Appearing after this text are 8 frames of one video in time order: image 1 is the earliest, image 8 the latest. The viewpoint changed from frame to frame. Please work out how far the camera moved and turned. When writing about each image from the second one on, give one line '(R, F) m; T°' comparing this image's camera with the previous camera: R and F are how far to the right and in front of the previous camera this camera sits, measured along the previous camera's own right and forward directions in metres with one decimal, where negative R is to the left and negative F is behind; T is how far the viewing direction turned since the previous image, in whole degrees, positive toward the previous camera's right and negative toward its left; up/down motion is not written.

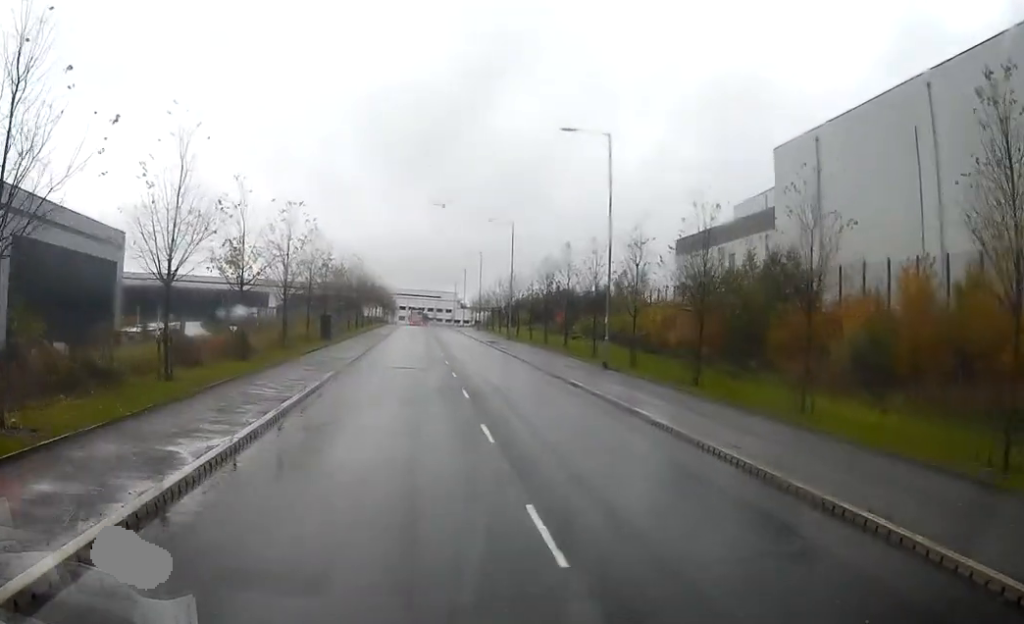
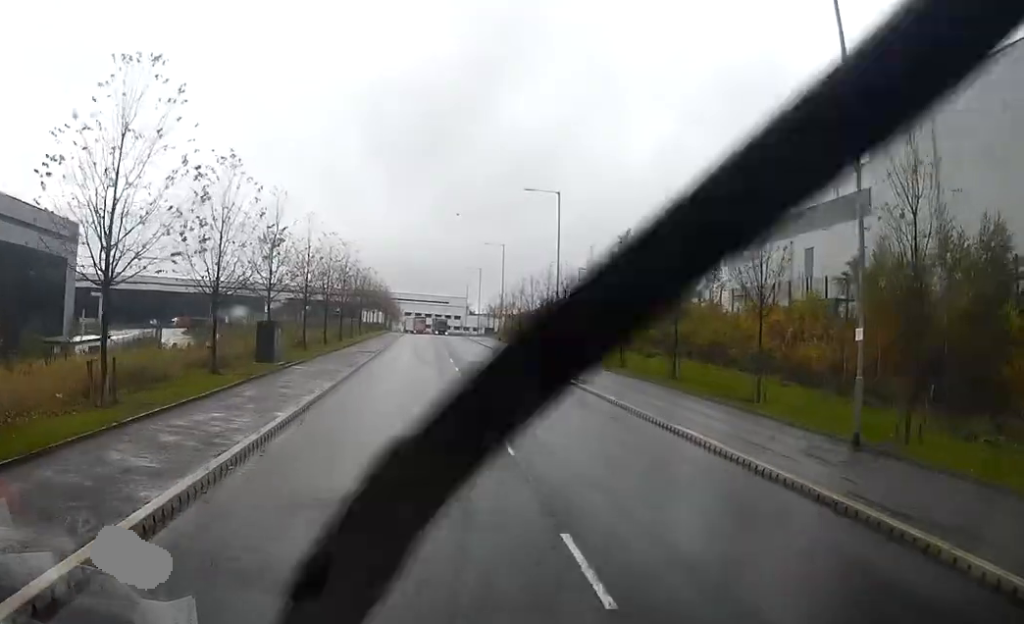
(+0.4, +17.3) m; +2°
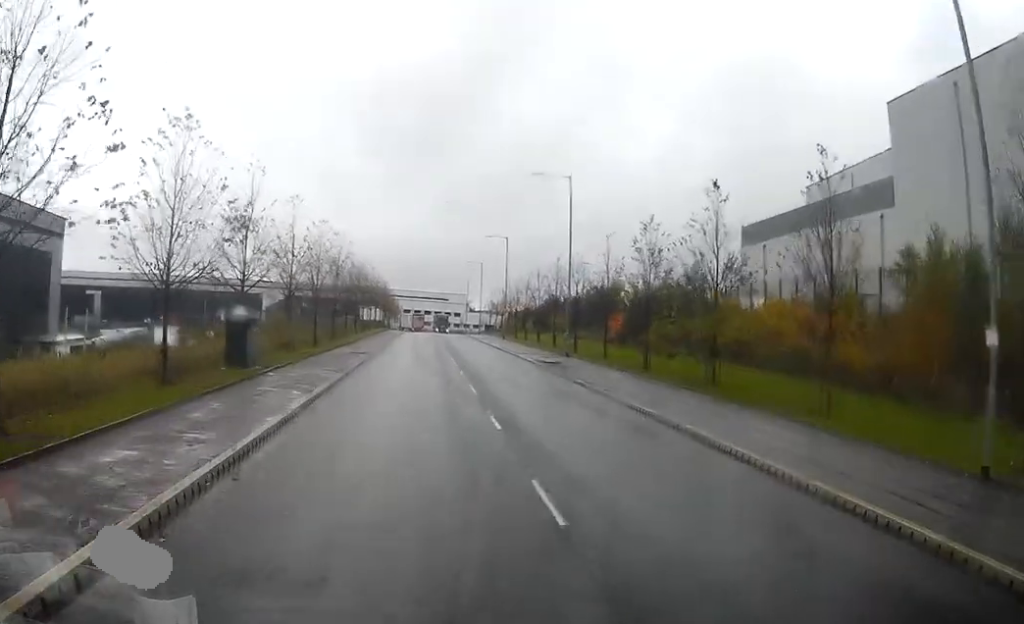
(0.0, +3.8) m; +1°
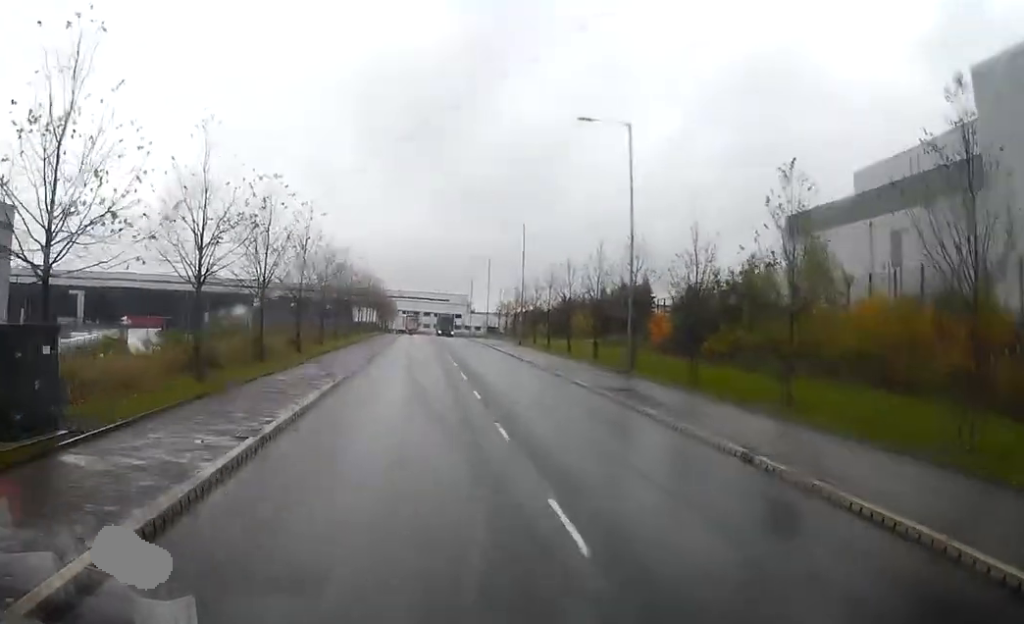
(+0.3, +12.1) m; +1°
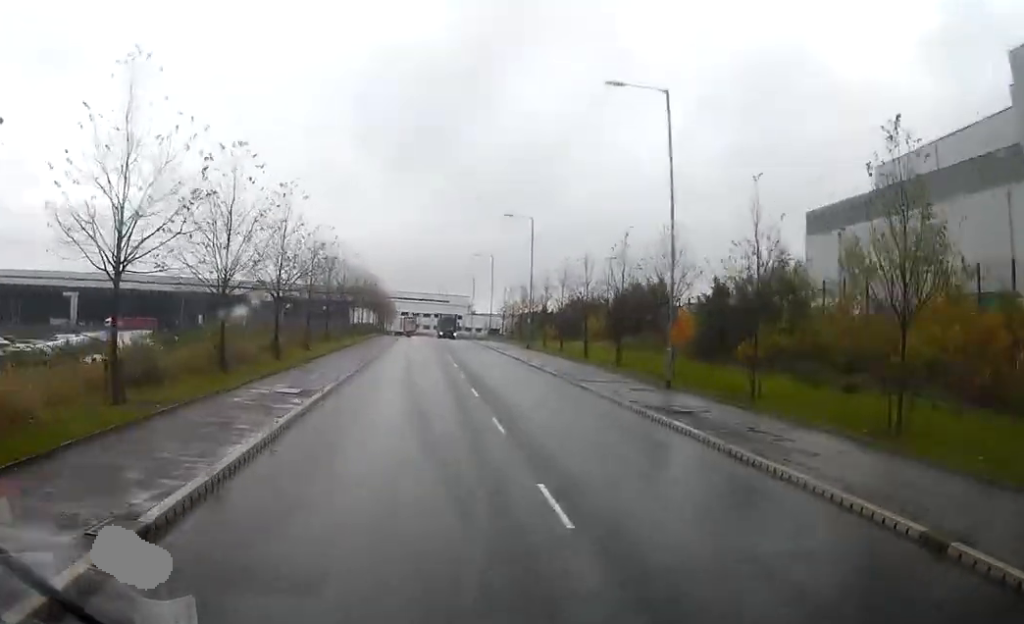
(0.0, +4.9) m; +2°
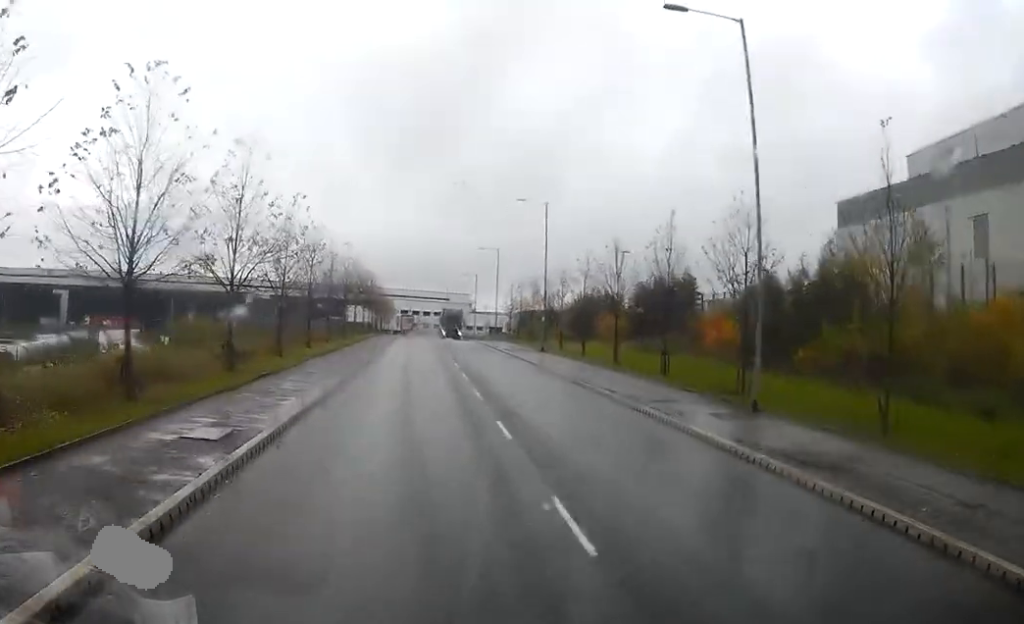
(0.0, +6.6) m; +3°
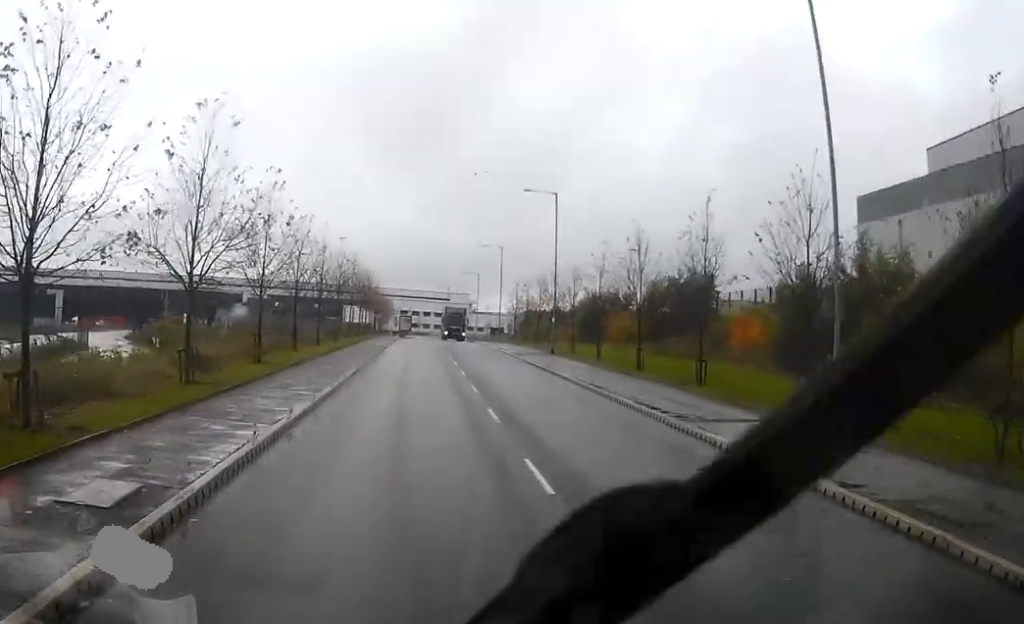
(+0.3, +3.9) m; 0°
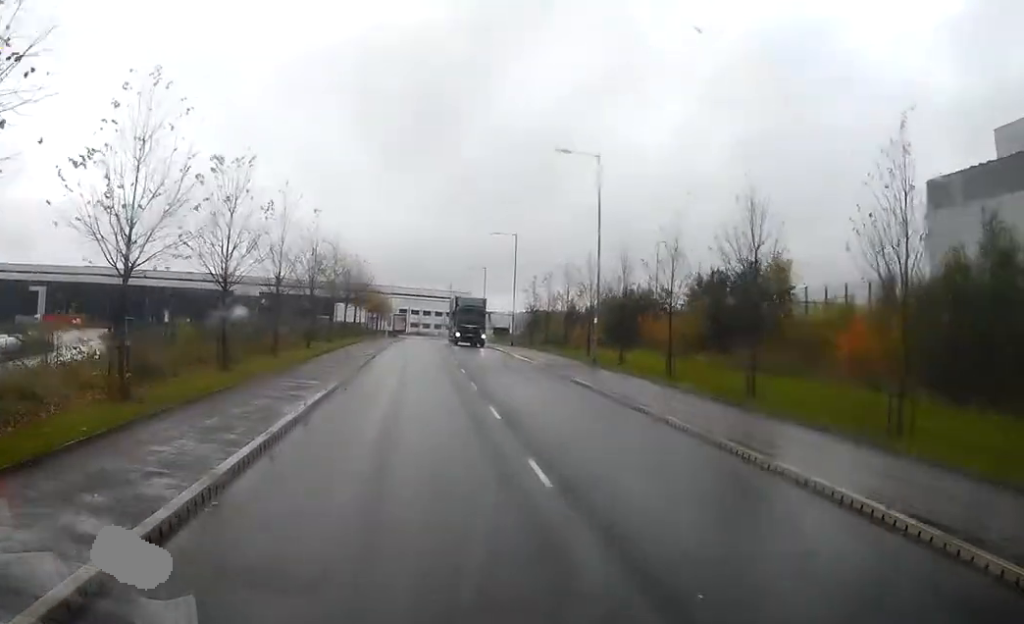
(-0.1, +11.8) m; -3°
